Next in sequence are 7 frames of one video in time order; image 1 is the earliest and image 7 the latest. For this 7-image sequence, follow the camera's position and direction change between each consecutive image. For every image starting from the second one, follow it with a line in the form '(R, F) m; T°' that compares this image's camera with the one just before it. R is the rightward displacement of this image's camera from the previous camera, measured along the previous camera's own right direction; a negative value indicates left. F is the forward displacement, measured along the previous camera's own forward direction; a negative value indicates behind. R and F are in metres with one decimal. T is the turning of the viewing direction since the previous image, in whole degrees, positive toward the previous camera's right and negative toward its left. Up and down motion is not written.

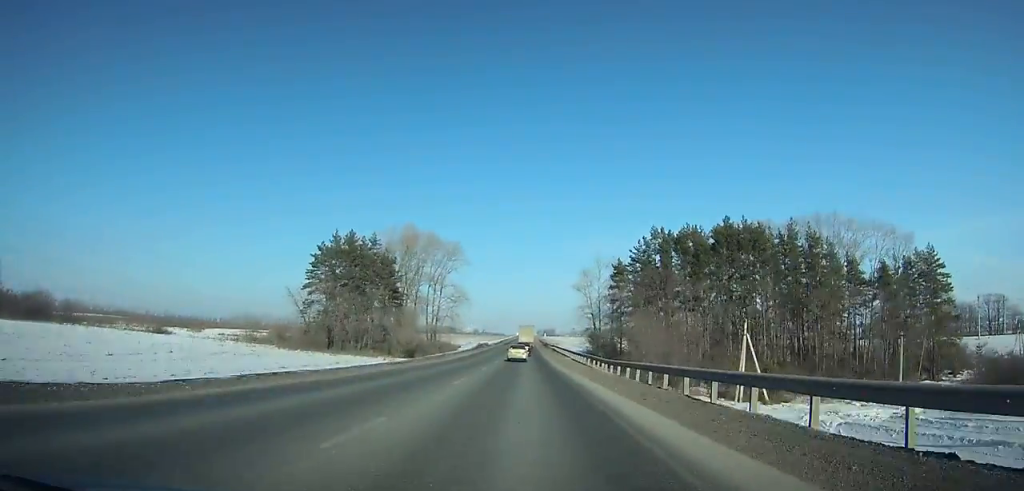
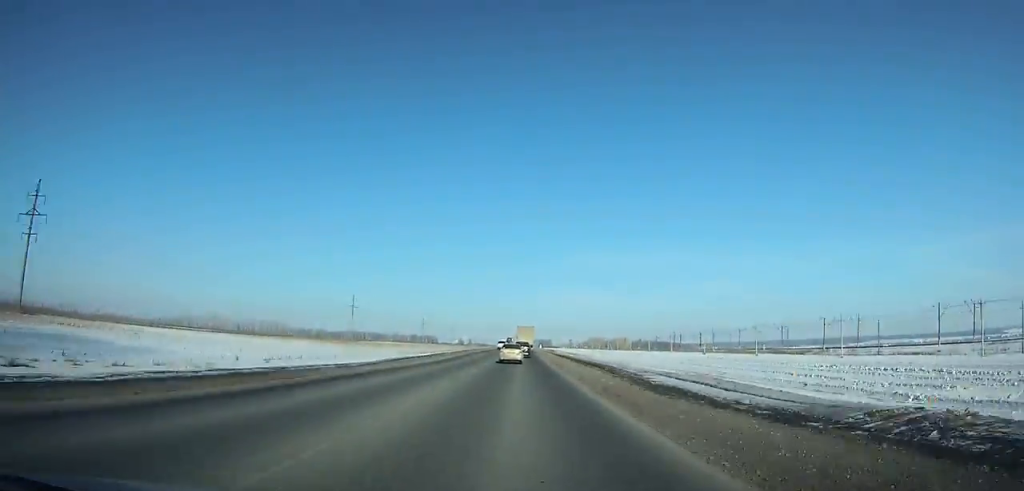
(+0.3, +157.6) m; 0°
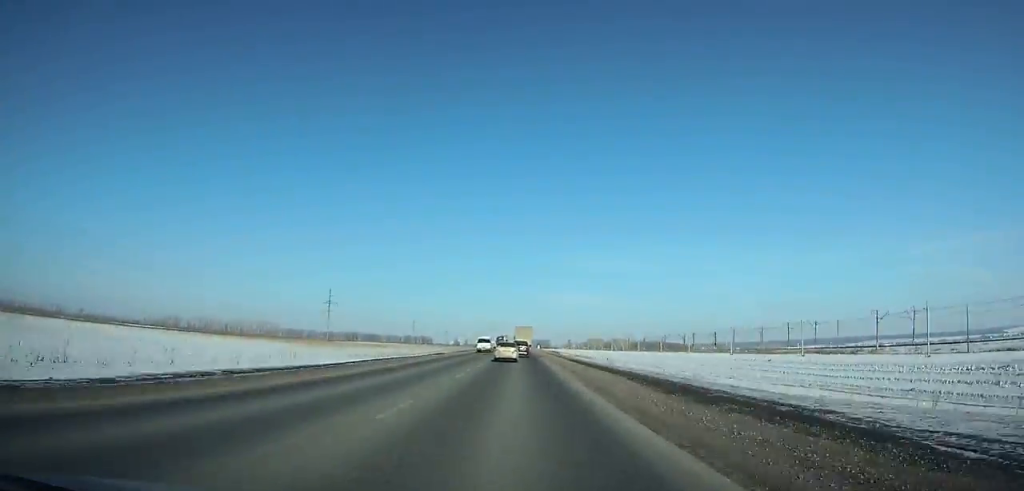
(0.0, +30.8) m; 0°
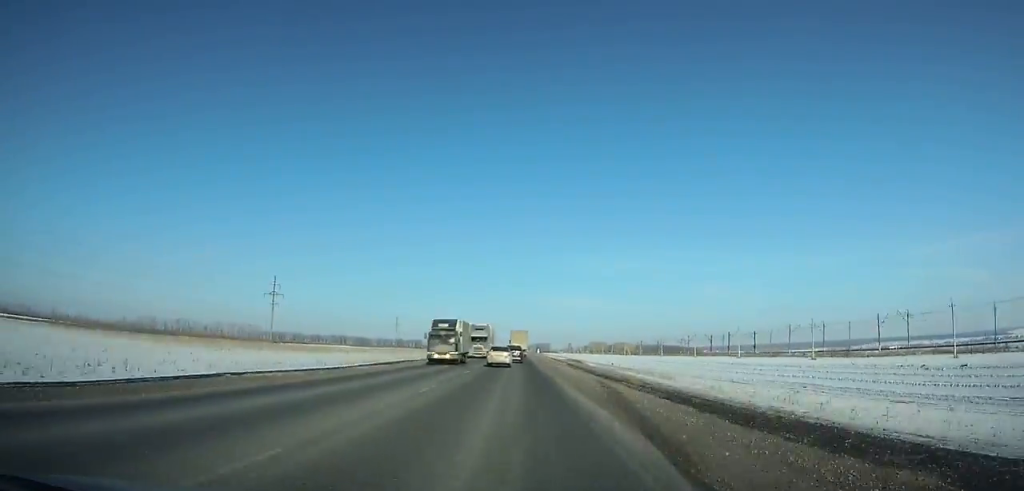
(0.0, +54.3) m; 0°
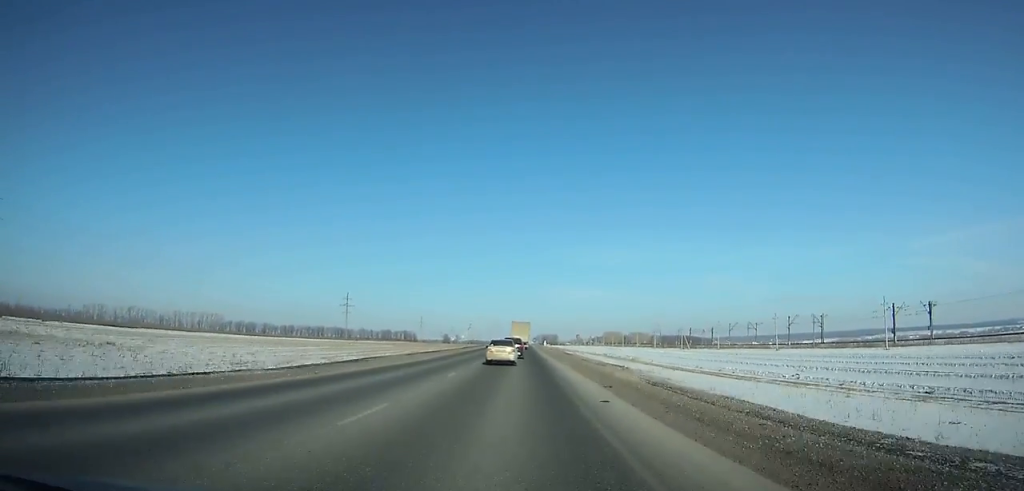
(-0.1, +112.4) m; 0°
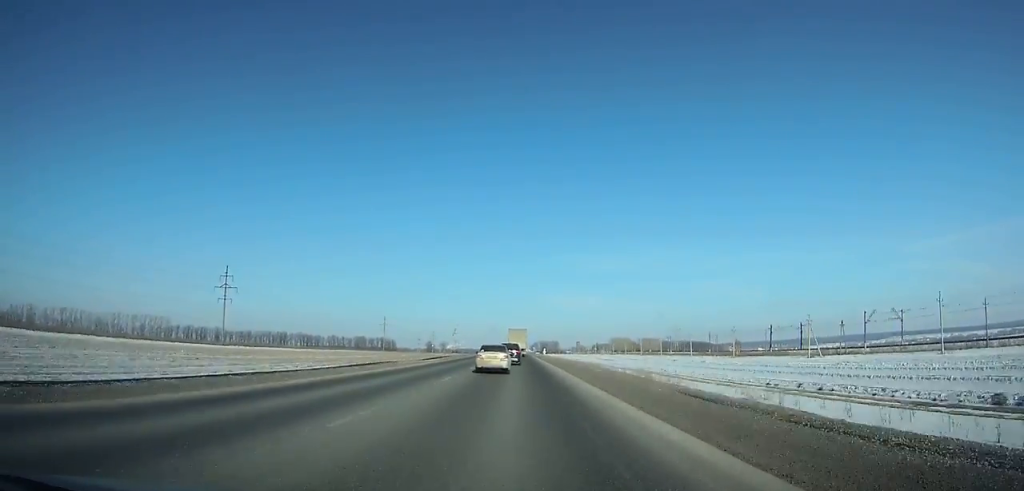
(+0.5, +106.3) m; 0°
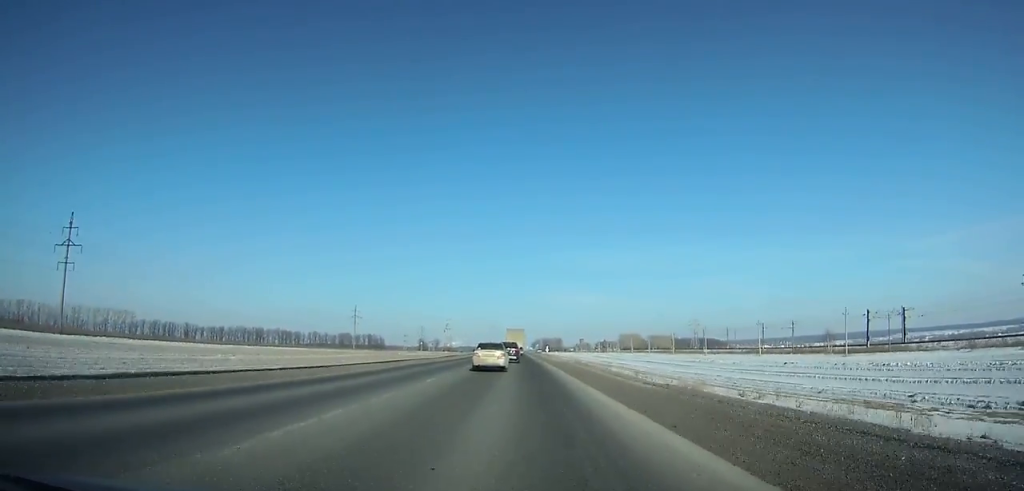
(-0.1, +61.5) m; 0°
